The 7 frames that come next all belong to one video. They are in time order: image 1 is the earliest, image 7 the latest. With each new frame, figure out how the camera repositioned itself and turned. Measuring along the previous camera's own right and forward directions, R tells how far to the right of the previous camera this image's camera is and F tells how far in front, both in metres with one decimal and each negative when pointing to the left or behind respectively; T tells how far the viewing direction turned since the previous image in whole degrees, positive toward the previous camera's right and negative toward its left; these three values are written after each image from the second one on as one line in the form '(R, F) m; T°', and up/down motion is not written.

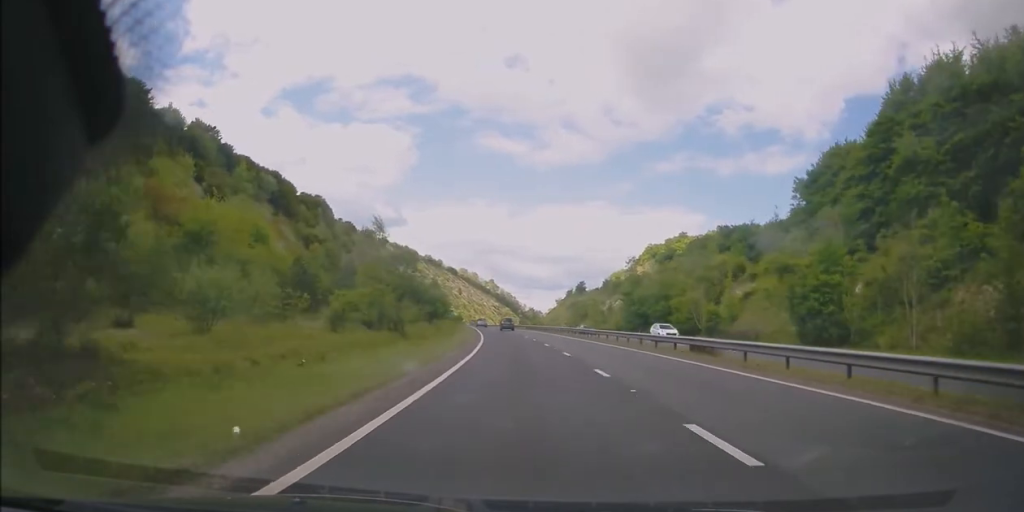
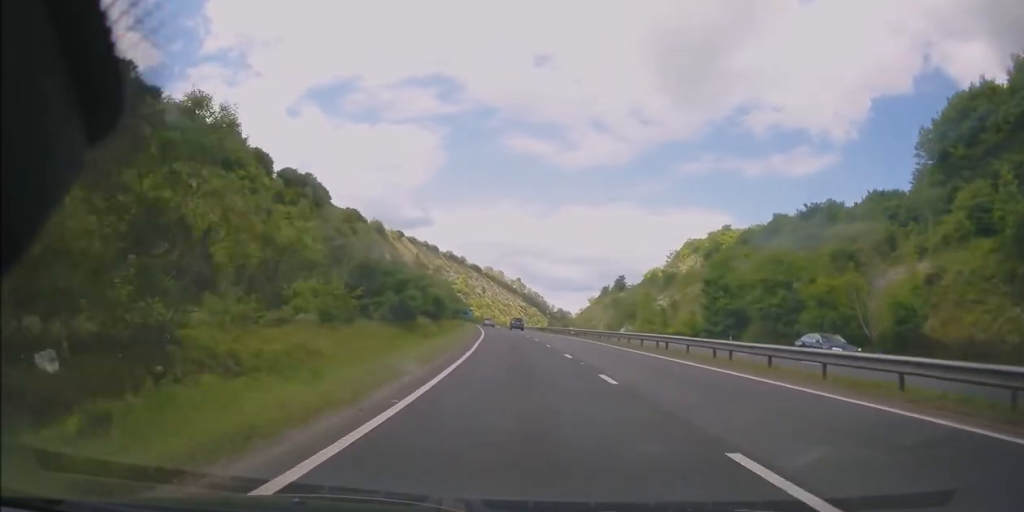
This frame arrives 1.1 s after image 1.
(-0.5, +29.4) m; -2°
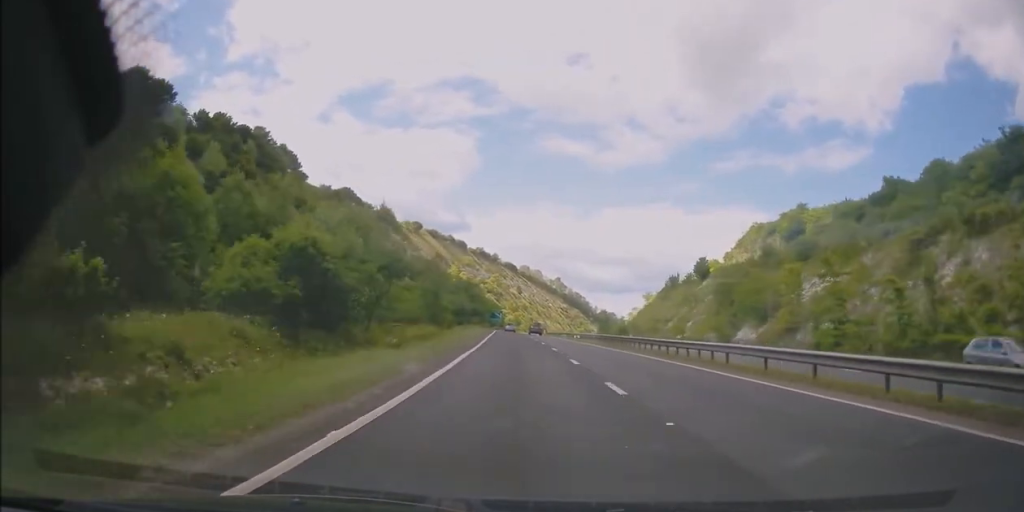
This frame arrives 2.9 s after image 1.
(-1.3, +47.5) m; -4°
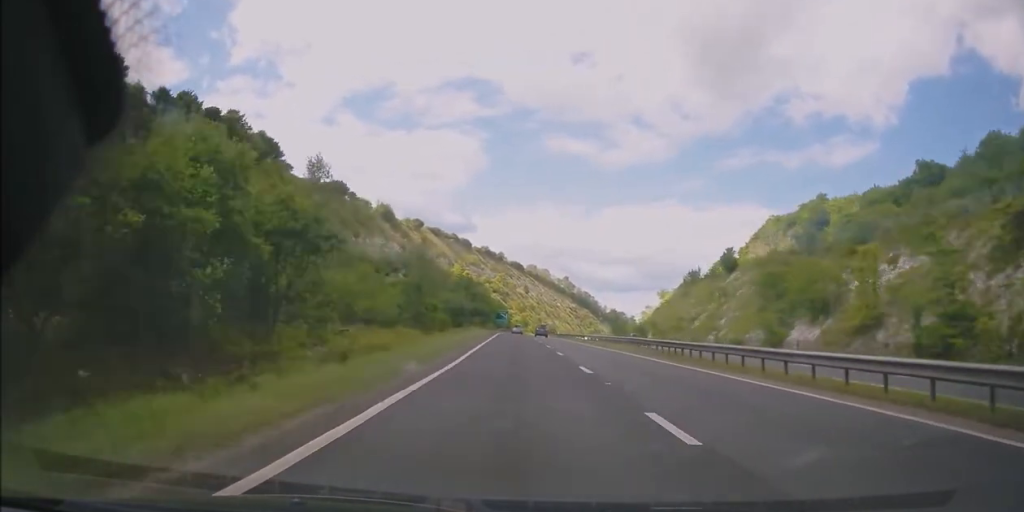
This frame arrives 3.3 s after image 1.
(-0.1, +12.6) m; -1°
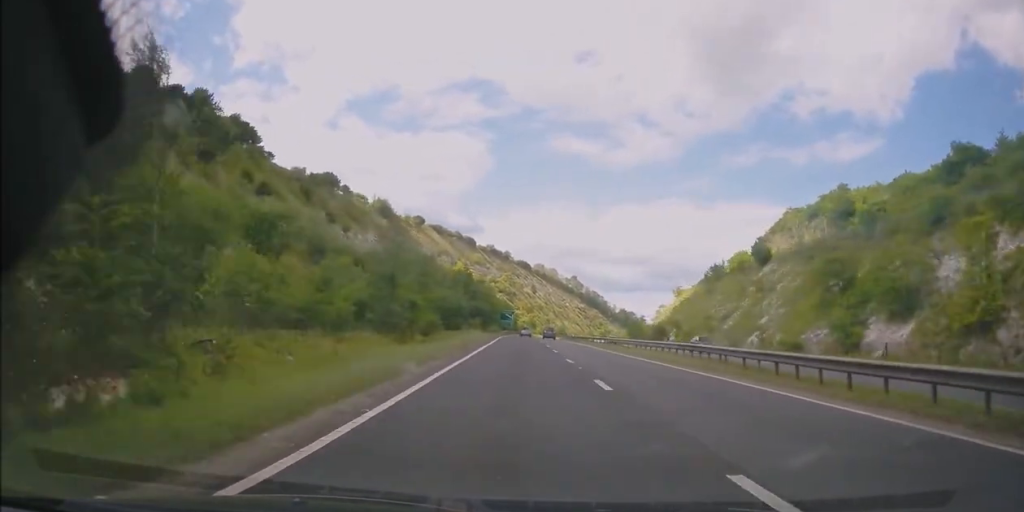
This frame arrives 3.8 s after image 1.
(-0.2, +12.7) m; -1°
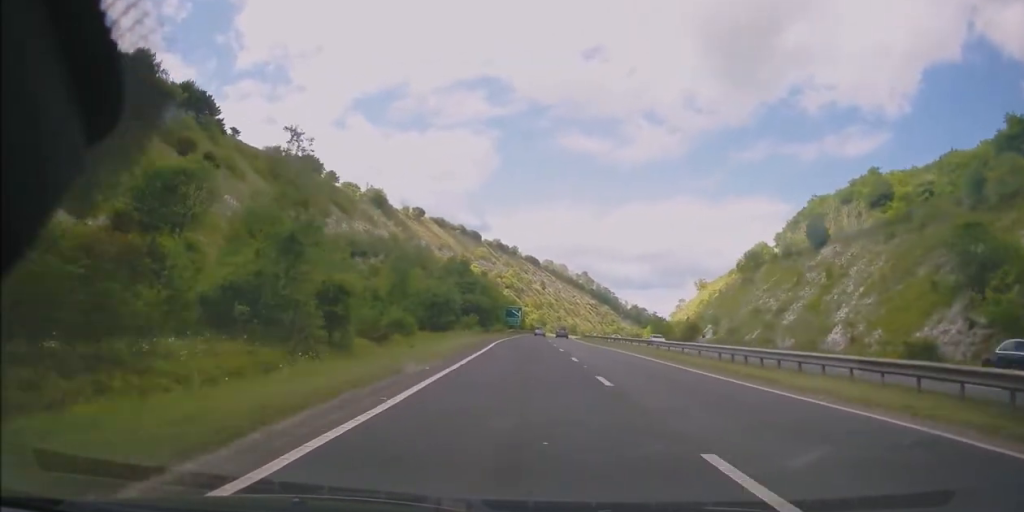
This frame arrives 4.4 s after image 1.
(-0.1, +17.3) m; -1°
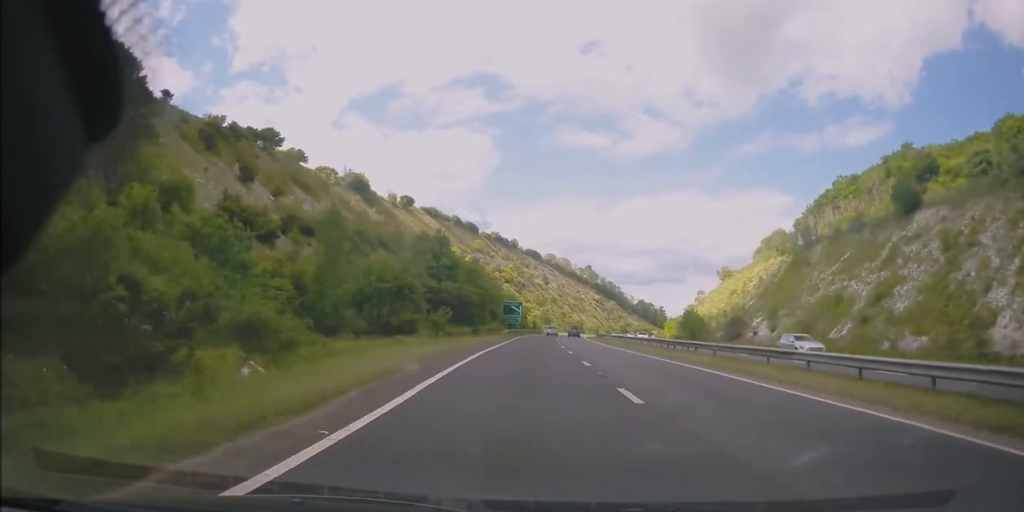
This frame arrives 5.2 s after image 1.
(0.0, +21.0) m; -1°
